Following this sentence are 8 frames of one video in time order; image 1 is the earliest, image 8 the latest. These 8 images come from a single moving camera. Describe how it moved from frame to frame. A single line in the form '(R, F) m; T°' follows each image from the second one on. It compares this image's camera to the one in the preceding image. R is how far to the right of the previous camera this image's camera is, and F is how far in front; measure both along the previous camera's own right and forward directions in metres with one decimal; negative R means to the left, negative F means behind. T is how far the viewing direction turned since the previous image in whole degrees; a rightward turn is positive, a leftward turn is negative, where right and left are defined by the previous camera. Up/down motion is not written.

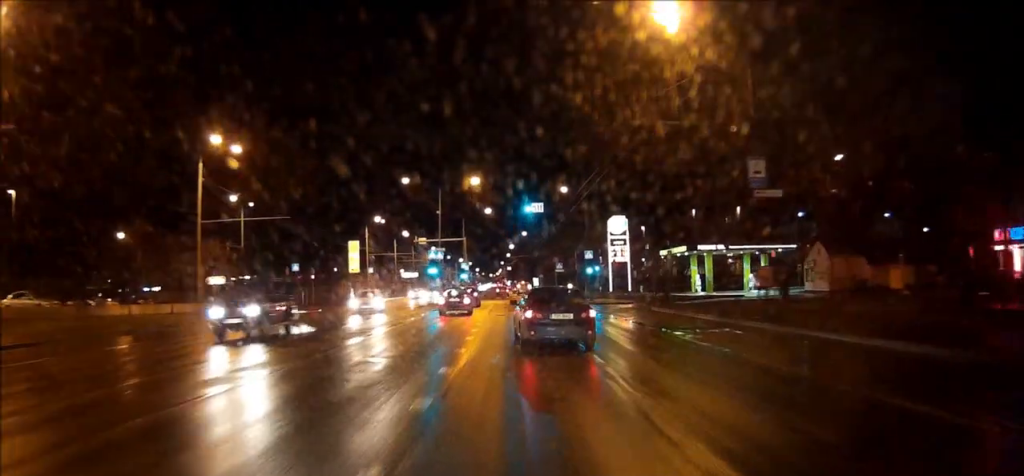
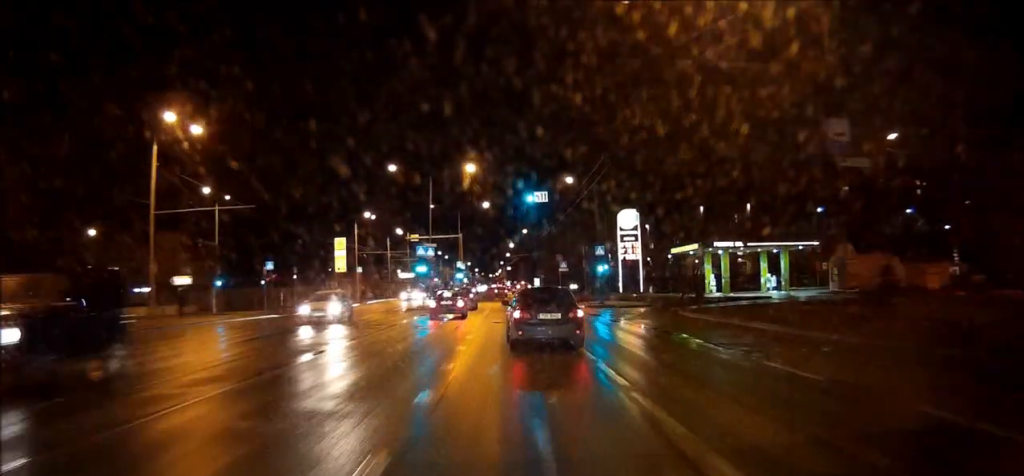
(0.0, +7.2) m; 0°
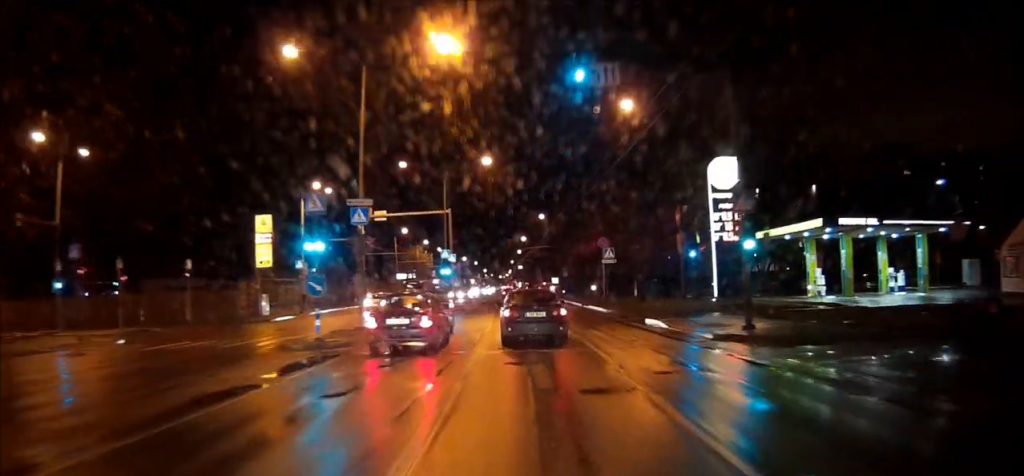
(0.0, +29.6) m; 0°
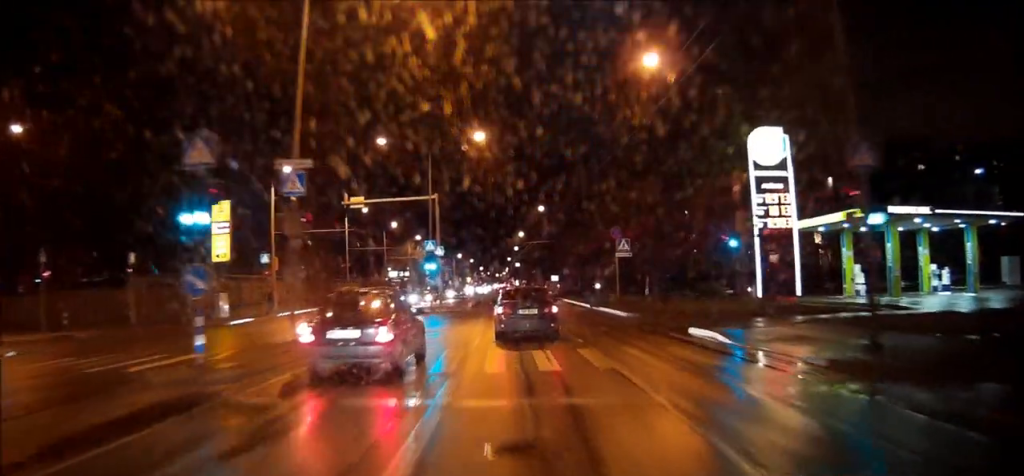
(0.0, +8.1) m; 0°
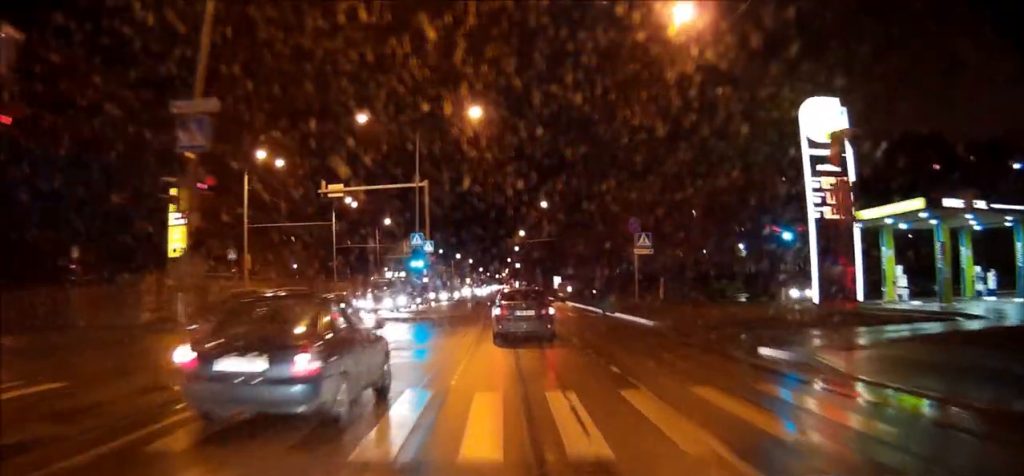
(-0.1, +6.7) m; 0°
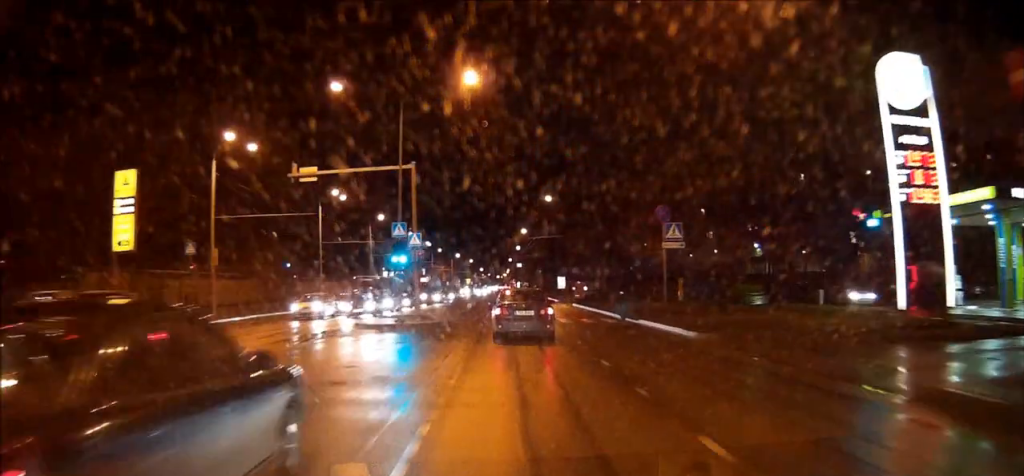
(0.0, +6.7) m; 0°
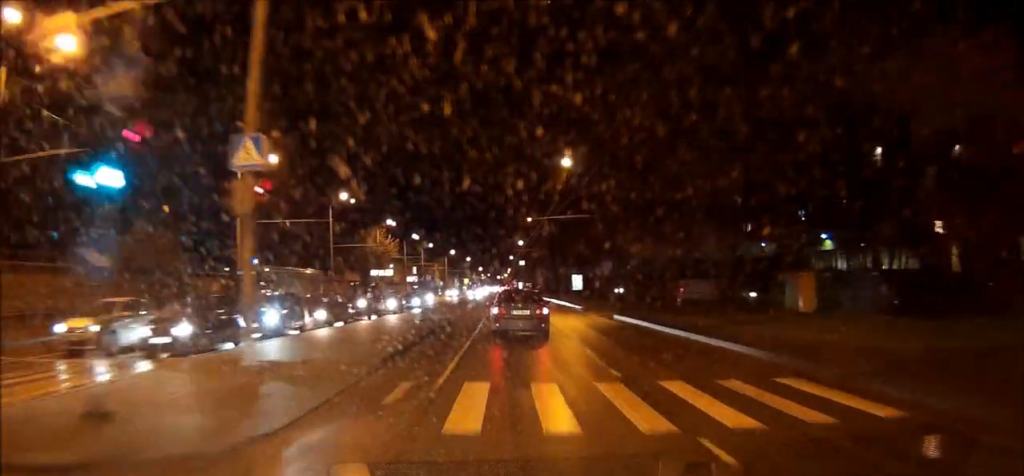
(+0.2, +24.1) m; 0°
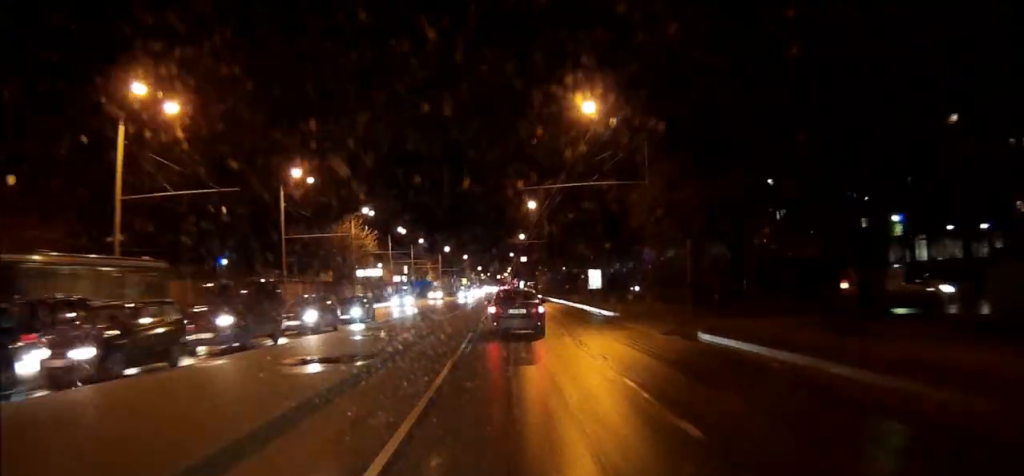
(-0.1, +17.4) m; 0°
